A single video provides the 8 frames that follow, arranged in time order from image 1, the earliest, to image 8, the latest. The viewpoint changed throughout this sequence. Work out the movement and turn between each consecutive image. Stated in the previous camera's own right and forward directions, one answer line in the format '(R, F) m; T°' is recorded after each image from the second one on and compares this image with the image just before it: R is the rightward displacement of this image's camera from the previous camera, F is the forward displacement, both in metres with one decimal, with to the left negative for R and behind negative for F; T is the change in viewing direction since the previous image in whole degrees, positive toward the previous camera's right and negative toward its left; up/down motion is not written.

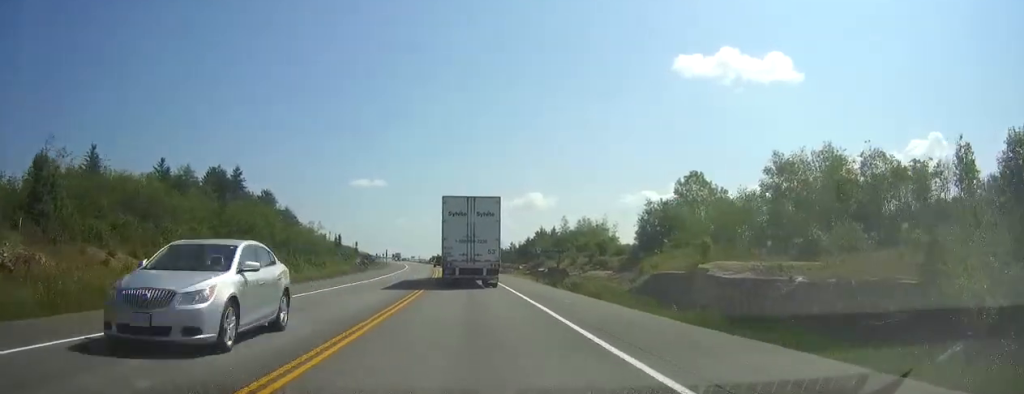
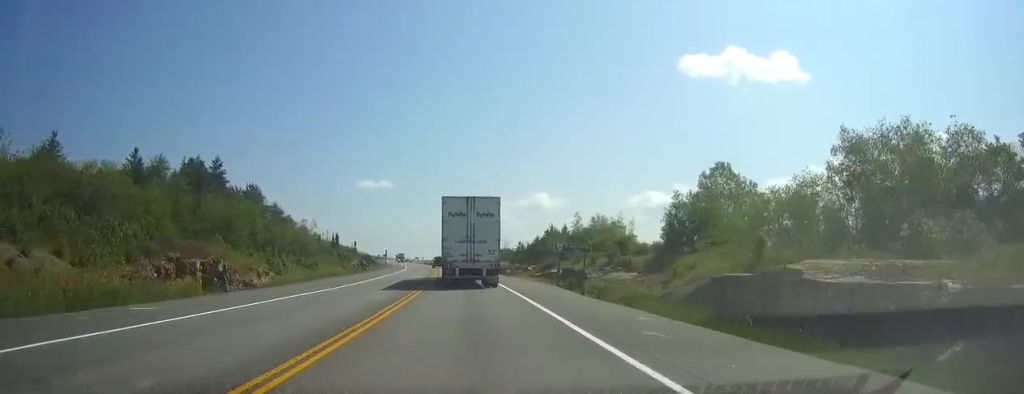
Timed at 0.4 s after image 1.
(0.0, +10.7) m; -1°
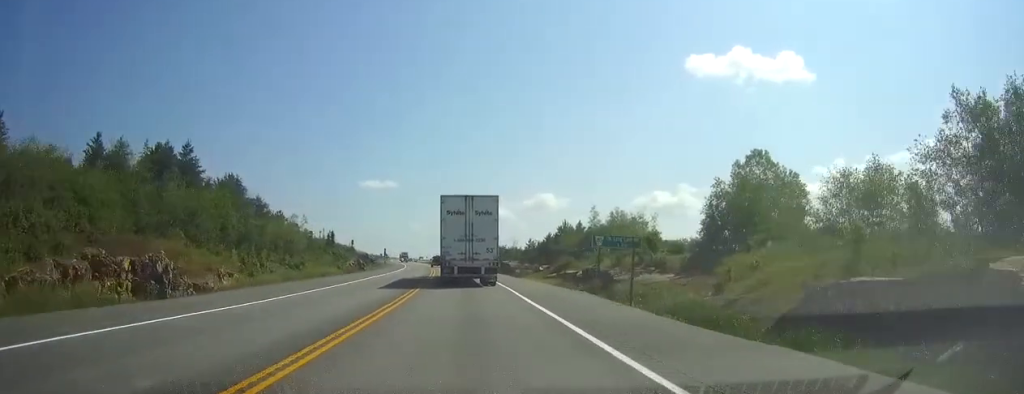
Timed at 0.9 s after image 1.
(+0.1, +12.5) m; -1°
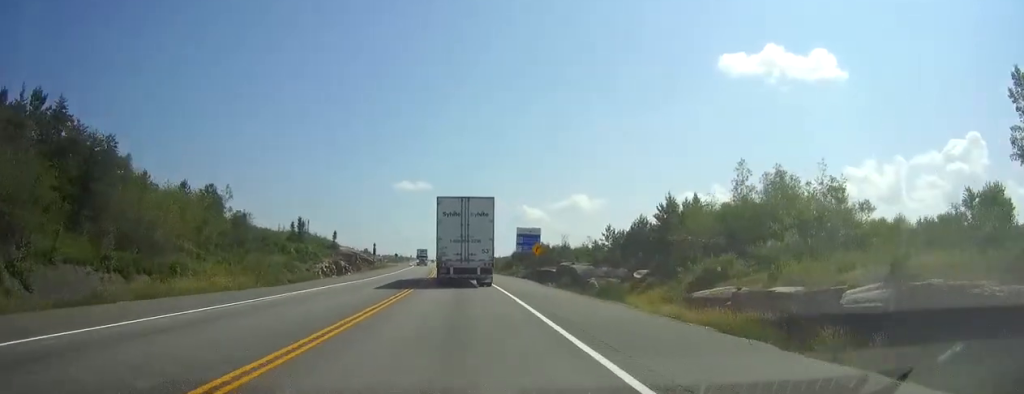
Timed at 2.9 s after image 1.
(-1.3, +55.7) m; -2°
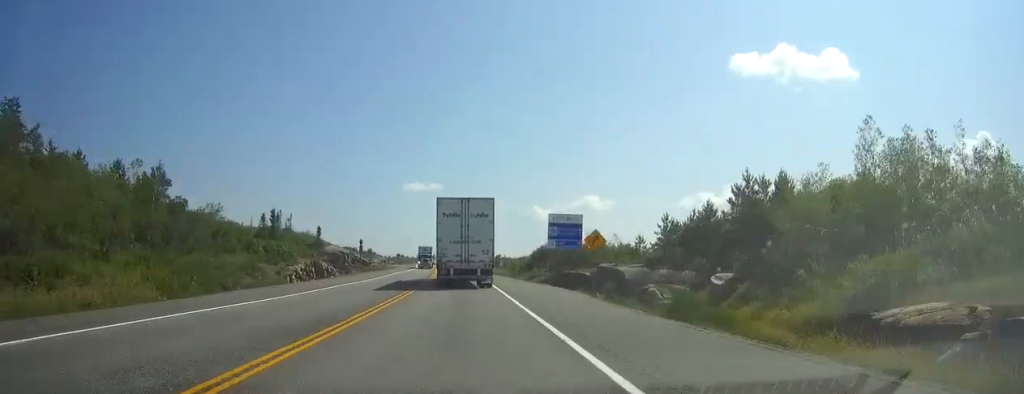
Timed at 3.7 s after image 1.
(-0.2, +20.8) m; -1°
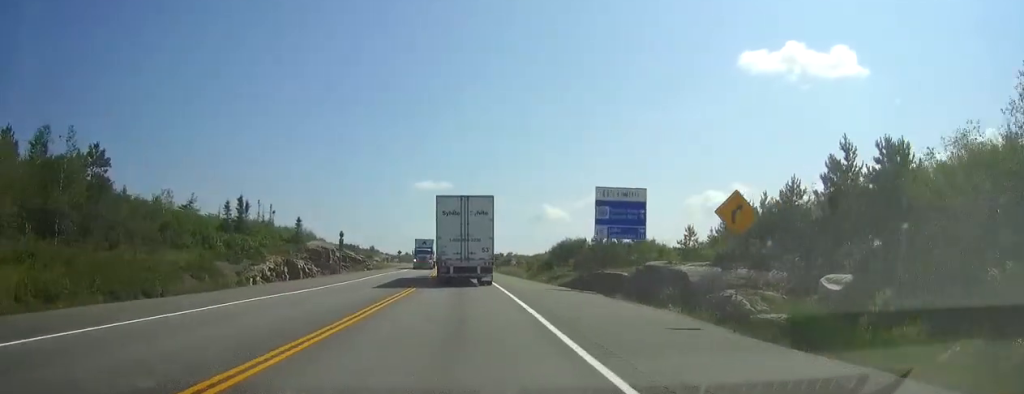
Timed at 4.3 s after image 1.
(-0.1, +16.3) m; -1°
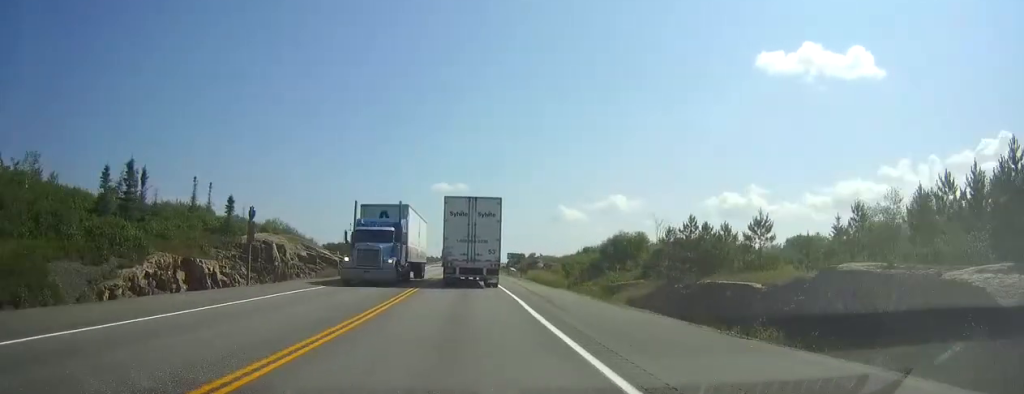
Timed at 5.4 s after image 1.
(-0.4, +28.9) m; -1°
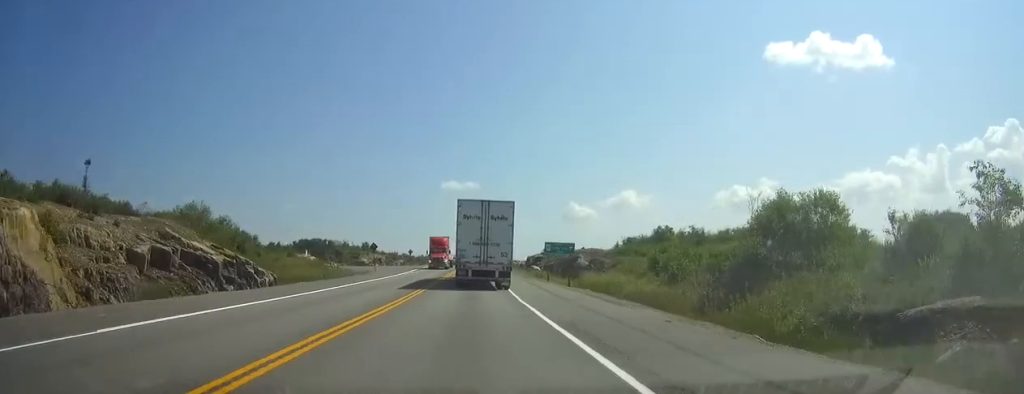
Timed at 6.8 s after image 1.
(-0.6, +39.6) m; -1°
